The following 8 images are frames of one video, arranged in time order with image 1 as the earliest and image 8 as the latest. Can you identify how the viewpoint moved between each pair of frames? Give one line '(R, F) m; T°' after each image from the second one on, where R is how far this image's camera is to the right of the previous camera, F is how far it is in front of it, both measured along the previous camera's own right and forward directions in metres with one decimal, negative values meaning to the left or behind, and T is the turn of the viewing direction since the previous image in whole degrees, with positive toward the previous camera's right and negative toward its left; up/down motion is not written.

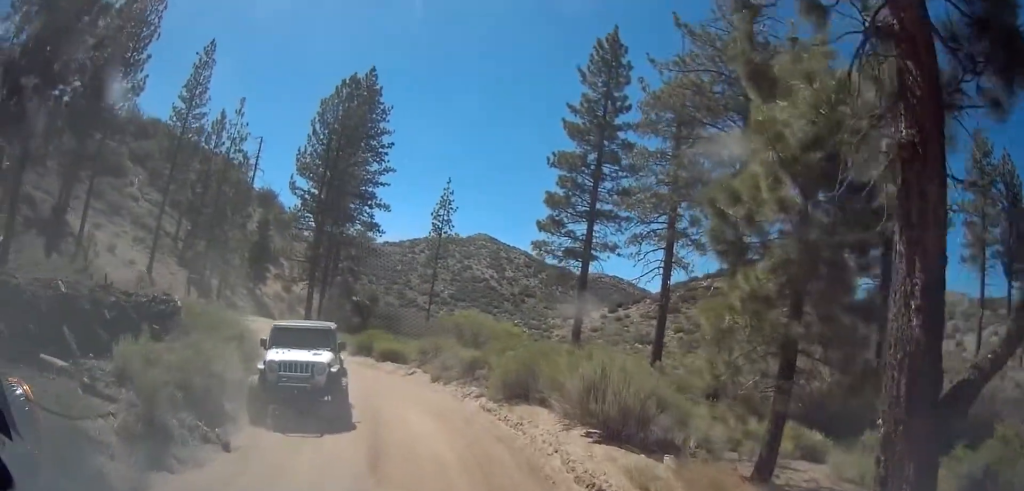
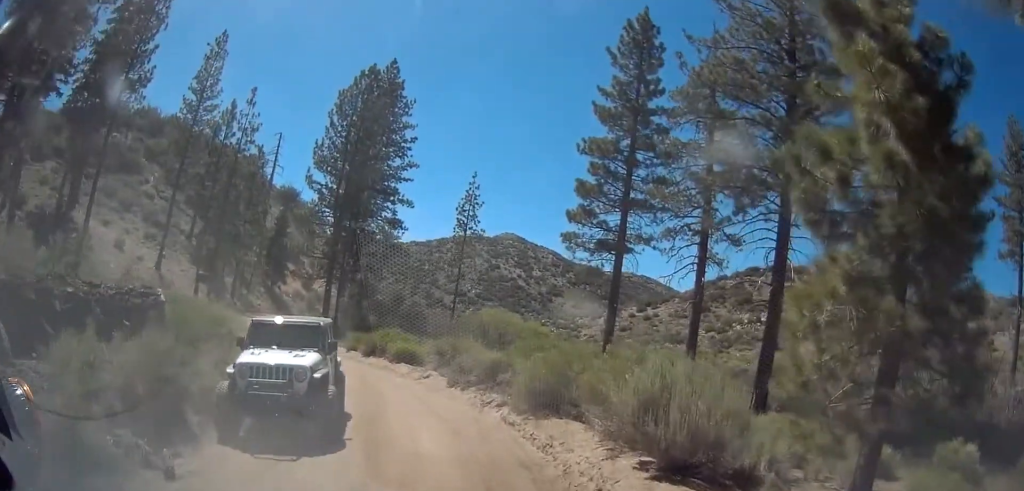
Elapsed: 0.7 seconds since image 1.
(0.0, +2.4) m; -3°
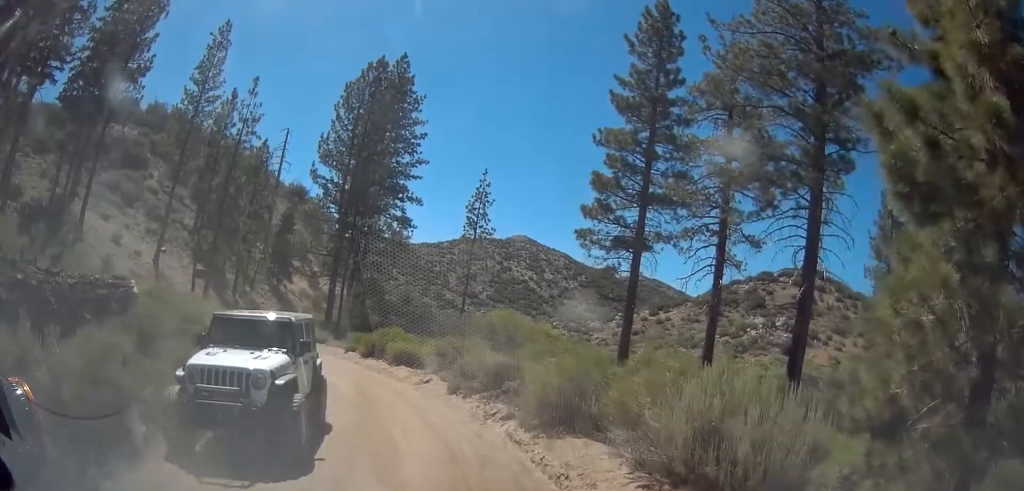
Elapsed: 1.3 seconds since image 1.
(-0.1, +1.8) m; -4°
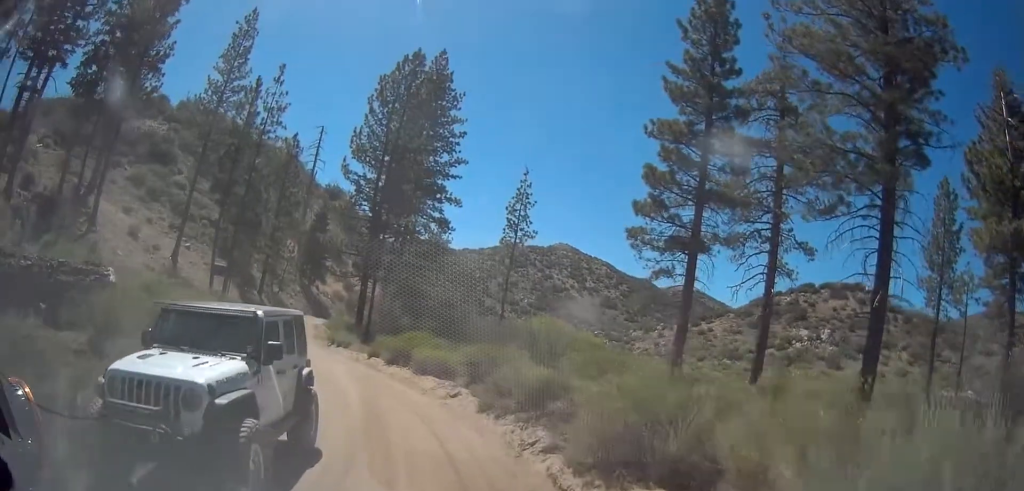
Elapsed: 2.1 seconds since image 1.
(-0.1, +2.6) m; -6°
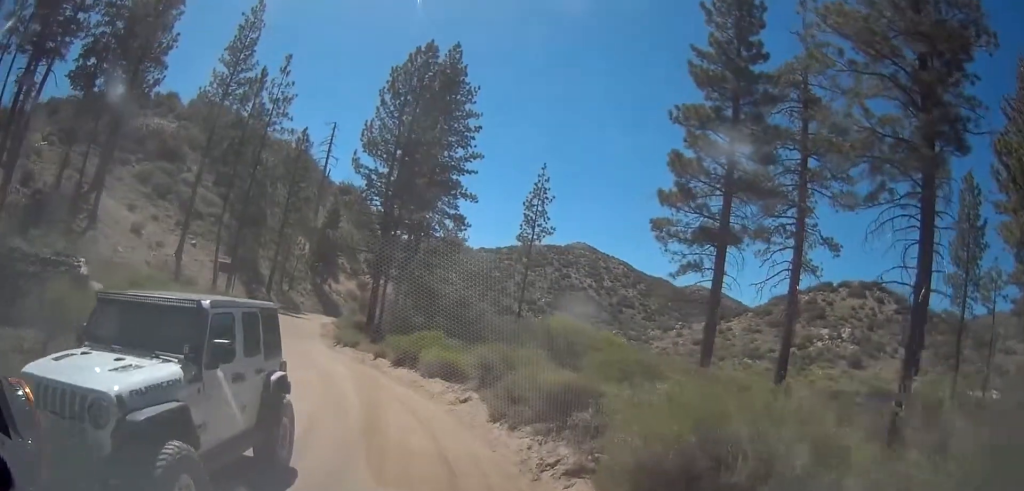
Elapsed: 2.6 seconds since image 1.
(-0.1, +1.6) m; -3°
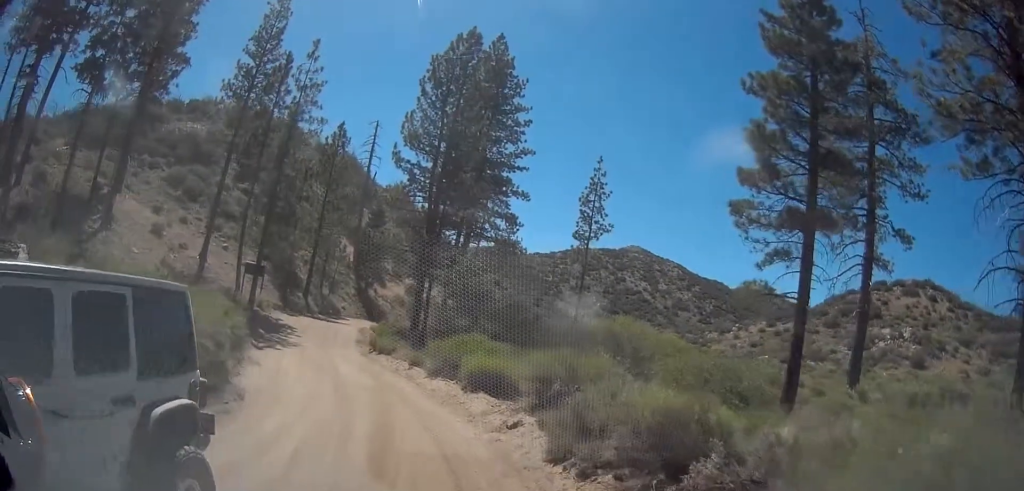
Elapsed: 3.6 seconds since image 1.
(-0.2, +3.6) m; -2°
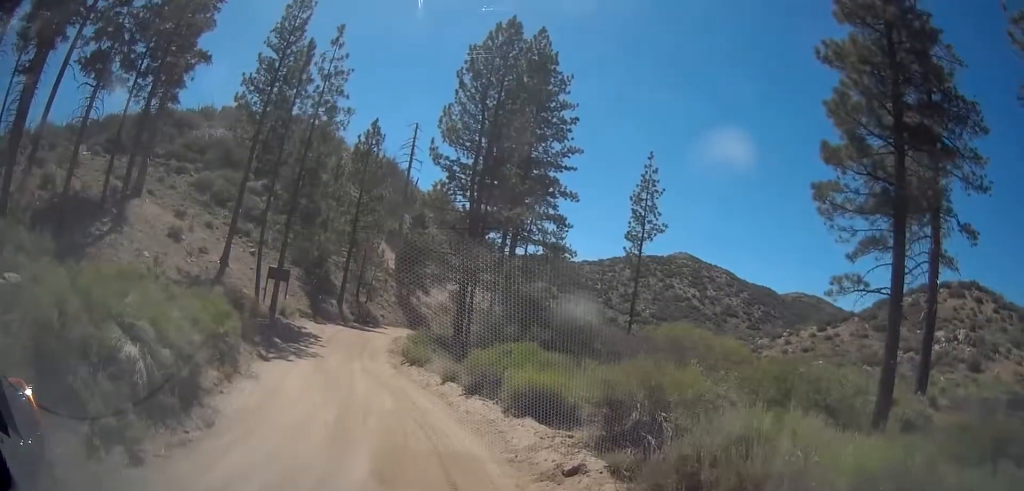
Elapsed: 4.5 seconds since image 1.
(+0.1, +3.1) m; 0°
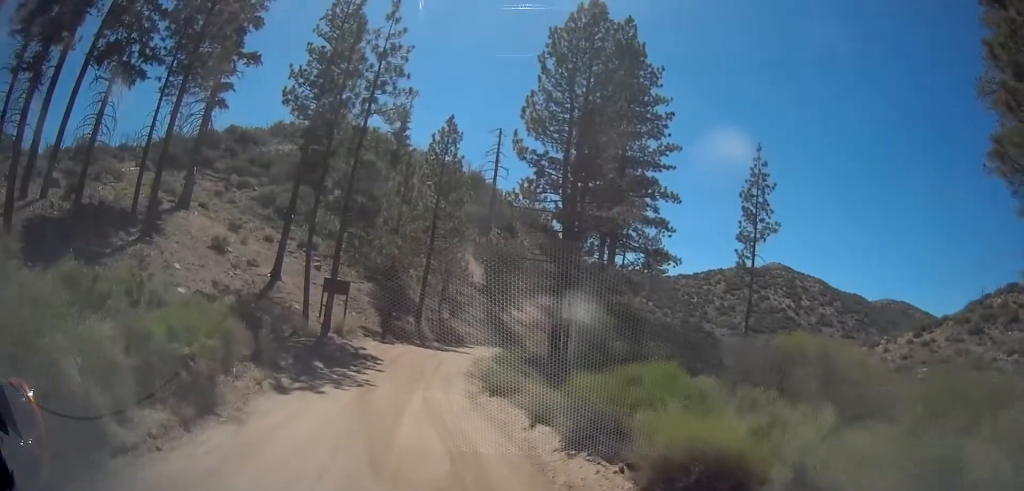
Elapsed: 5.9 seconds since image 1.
(-0.2, +4.8) m; -6°
